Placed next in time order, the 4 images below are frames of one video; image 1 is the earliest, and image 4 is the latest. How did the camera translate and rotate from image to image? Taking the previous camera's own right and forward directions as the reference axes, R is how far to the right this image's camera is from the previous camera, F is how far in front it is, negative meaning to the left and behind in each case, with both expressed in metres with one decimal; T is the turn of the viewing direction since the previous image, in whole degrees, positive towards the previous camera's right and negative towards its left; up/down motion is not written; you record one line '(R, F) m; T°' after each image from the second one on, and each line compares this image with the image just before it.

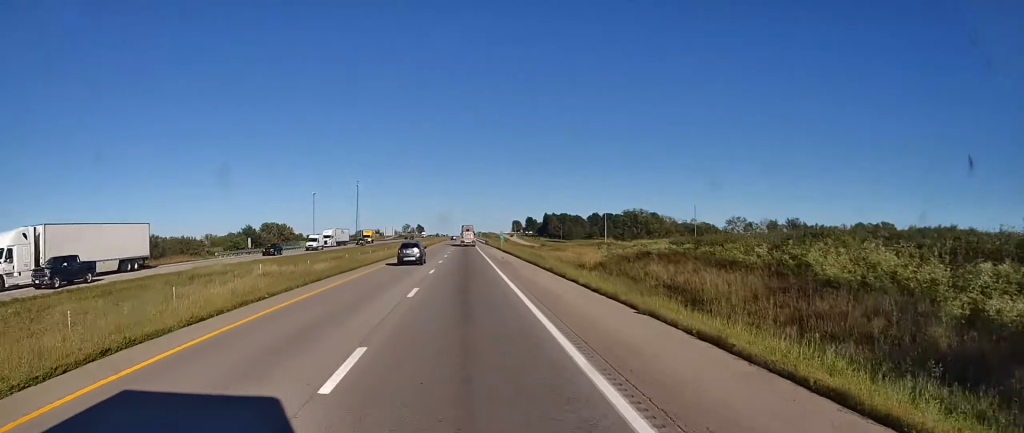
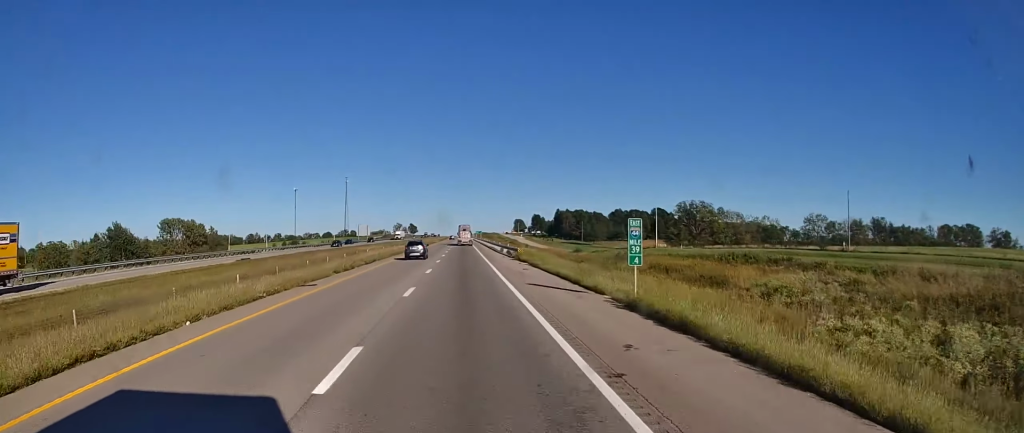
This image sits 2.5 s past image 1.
(-0.7, +72.6) m; -1°
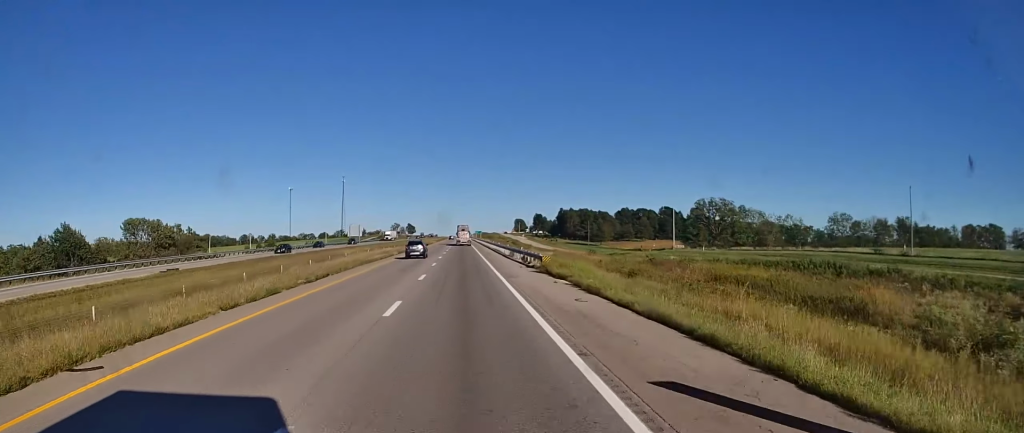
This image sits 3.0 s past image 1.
(+0.1, +16.0) m; 0°
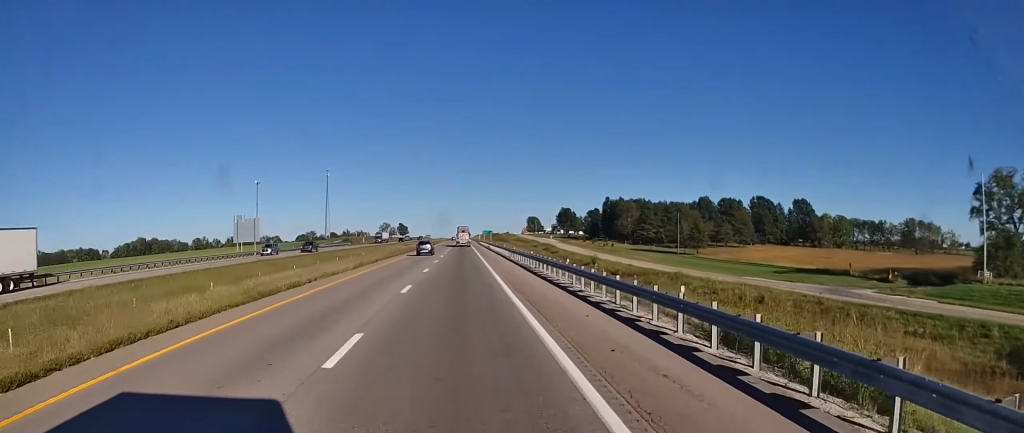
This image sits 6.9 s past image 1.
(+0.3, +114.5) m; 0°
